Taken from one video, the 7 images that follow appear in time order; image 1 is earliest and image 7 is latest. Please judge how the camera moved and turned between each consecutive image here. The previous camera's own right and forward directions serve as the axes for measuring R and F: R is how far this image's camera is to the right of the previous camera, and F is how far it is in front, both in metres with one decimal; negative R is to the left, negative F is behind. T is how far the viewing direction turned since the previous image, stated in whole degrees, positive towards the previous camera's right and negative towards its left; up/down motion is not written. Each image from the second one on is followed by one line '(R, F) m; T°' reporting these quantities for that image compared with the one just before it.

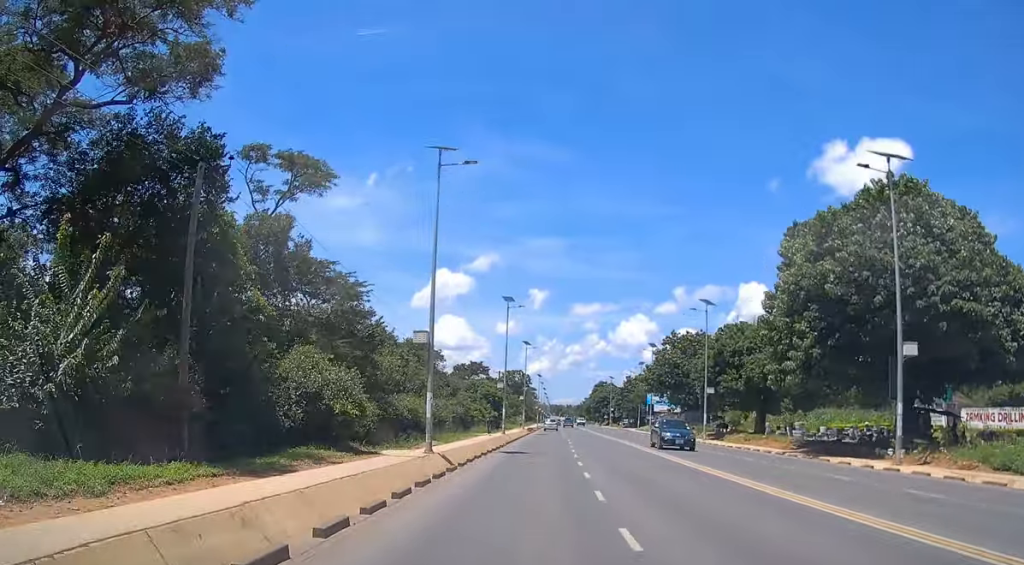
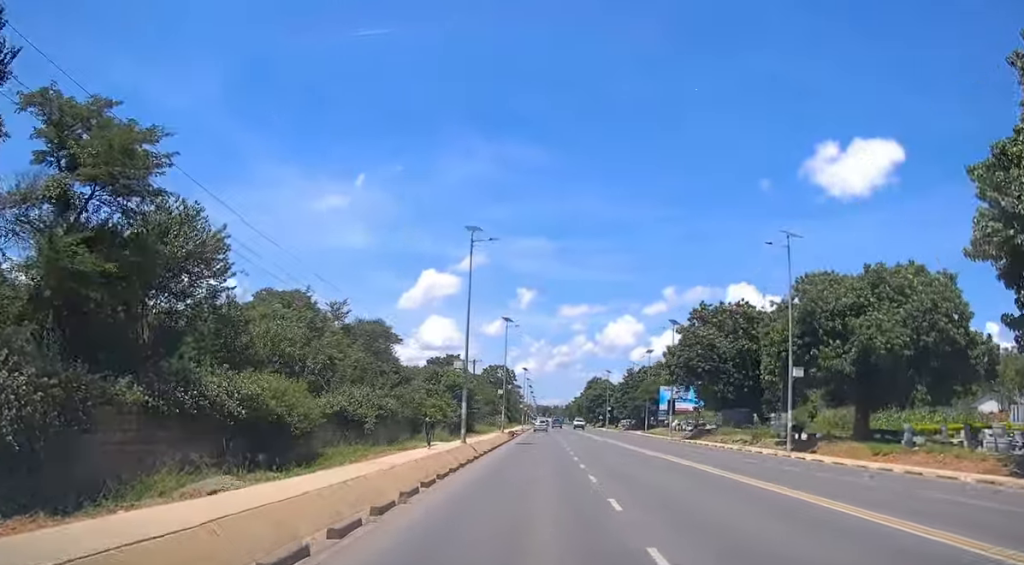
(0.0, +24.0) m; +1°
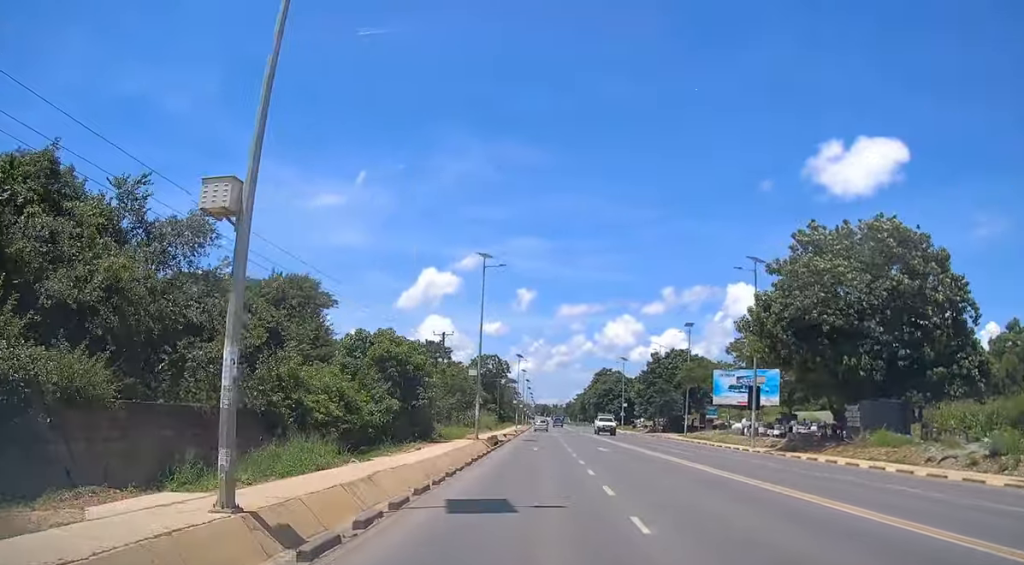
(+0.3, +29.7) m; +2°
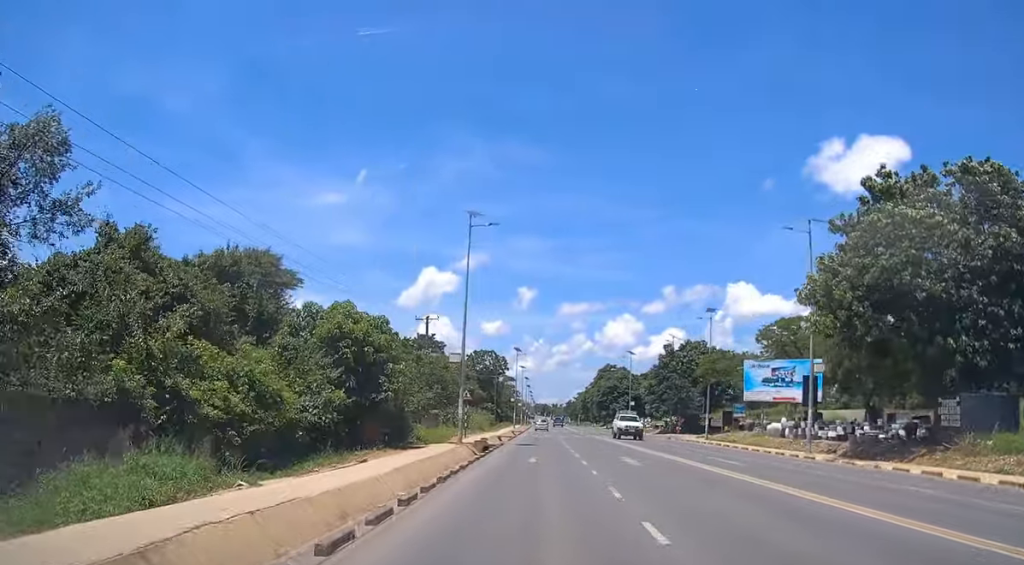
(+0.1, +9.8) m; 0°
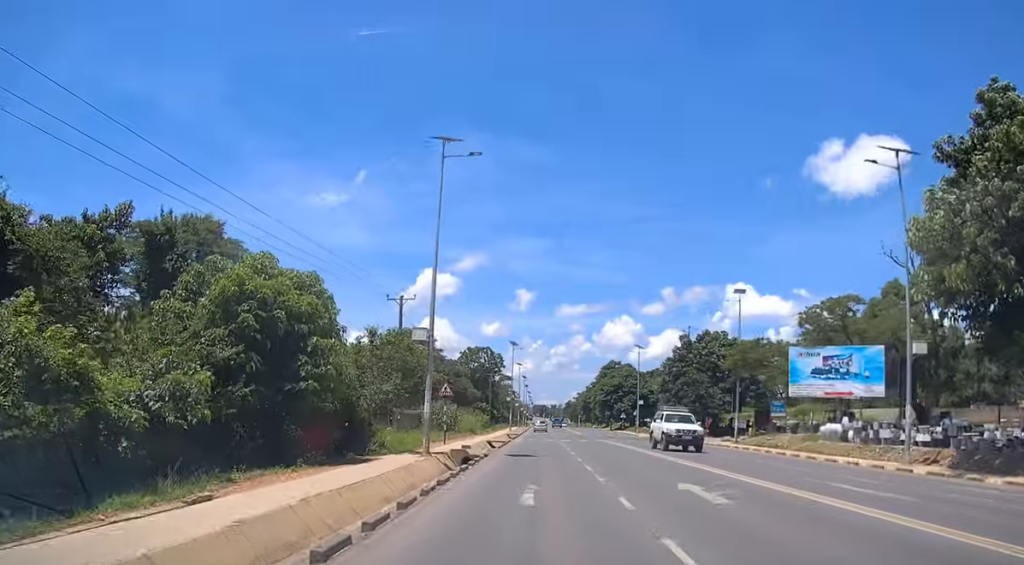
(+0.2, +10.3) m; 0°
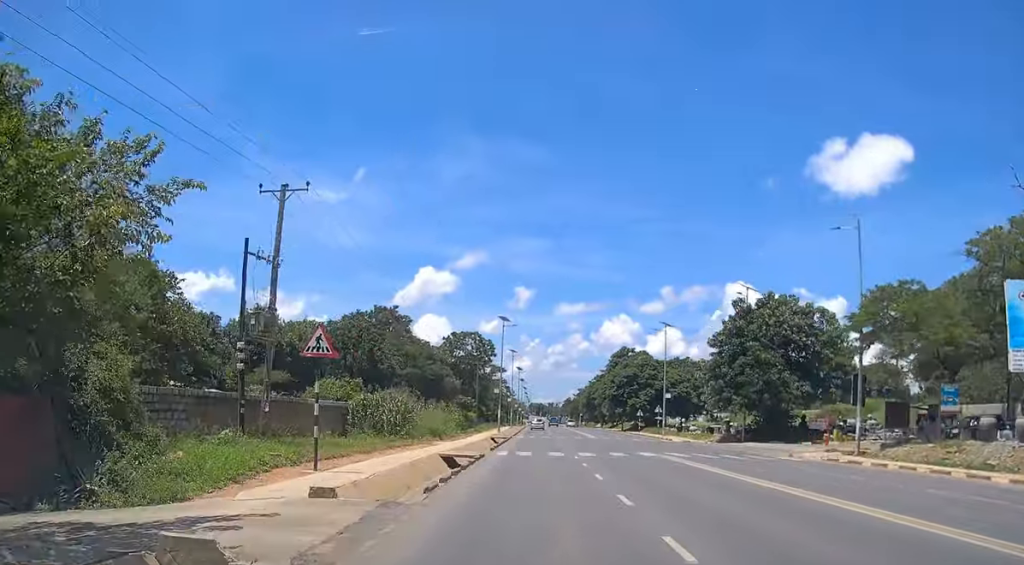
(-0.3, +22.6) m; -1°
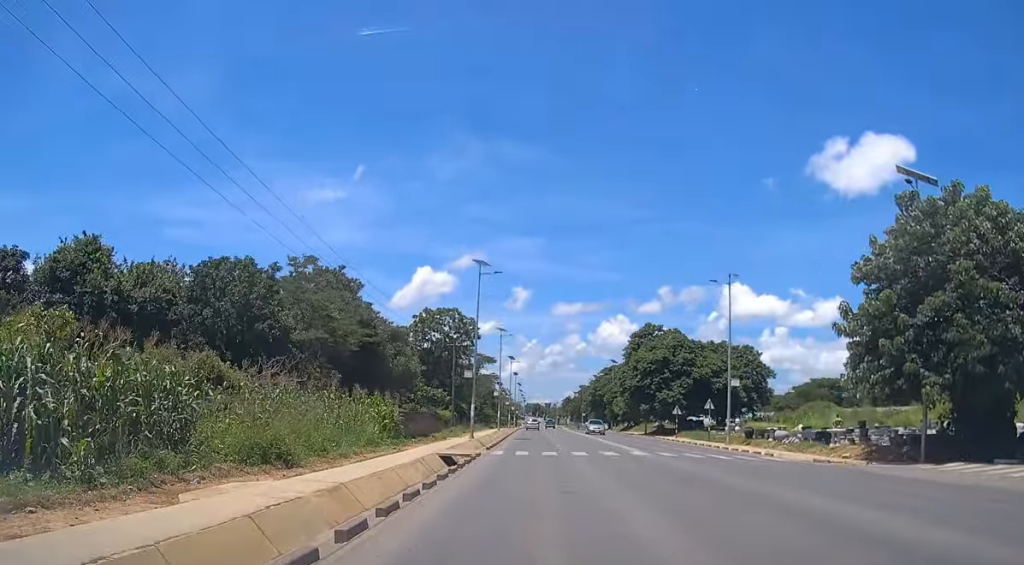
(+0.1, +27.3) m; 0°
